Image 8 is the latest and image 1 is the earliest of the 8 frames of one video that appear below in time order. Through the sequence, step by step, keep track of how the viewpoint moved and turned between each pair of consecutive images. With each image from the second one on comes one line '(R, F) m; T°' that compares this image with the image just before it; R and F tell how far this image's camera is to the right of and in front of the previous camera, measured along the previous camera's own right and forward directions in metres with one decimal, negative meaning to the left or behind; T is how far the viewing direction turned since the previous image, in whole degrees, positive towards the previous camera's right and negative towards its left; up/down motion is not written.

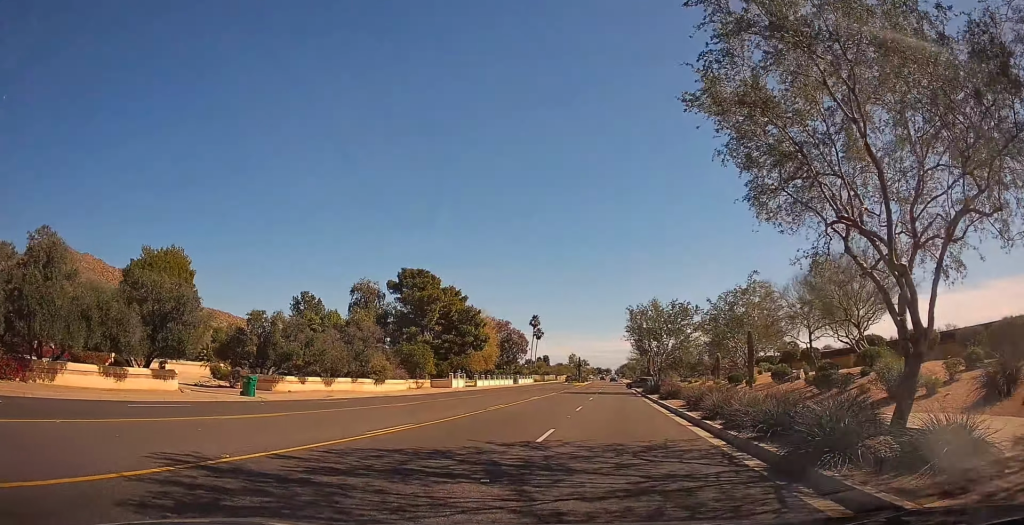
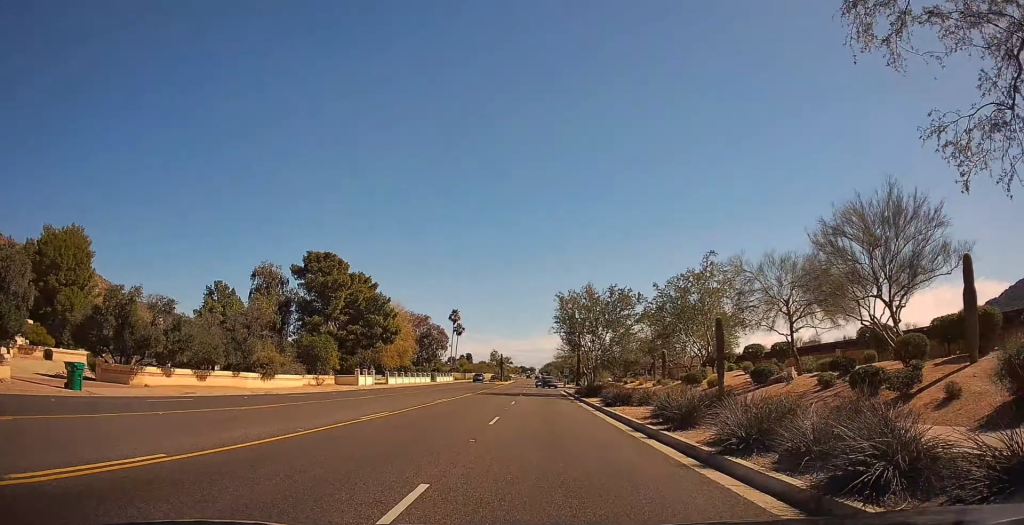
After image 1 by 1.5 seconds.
(+1.0, +8.5) m; +9°
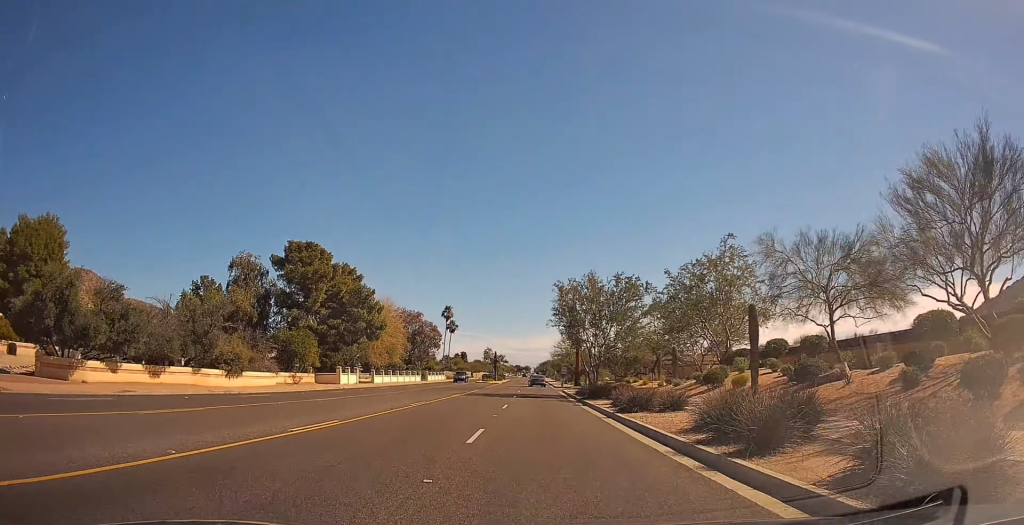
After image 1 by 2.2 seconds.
(0.0, +4.9) m; 0°
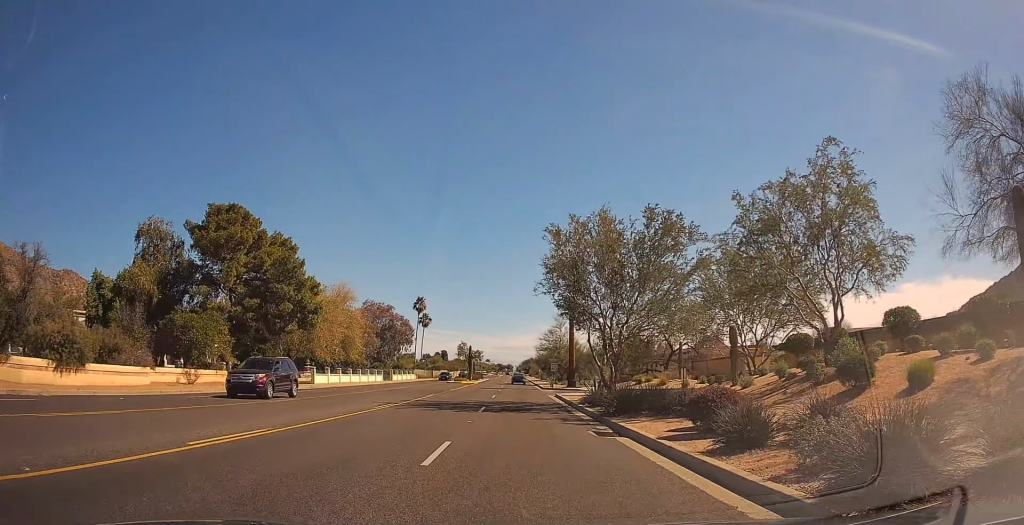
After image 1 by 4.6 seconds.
(0.0, +16.4) m; 0°
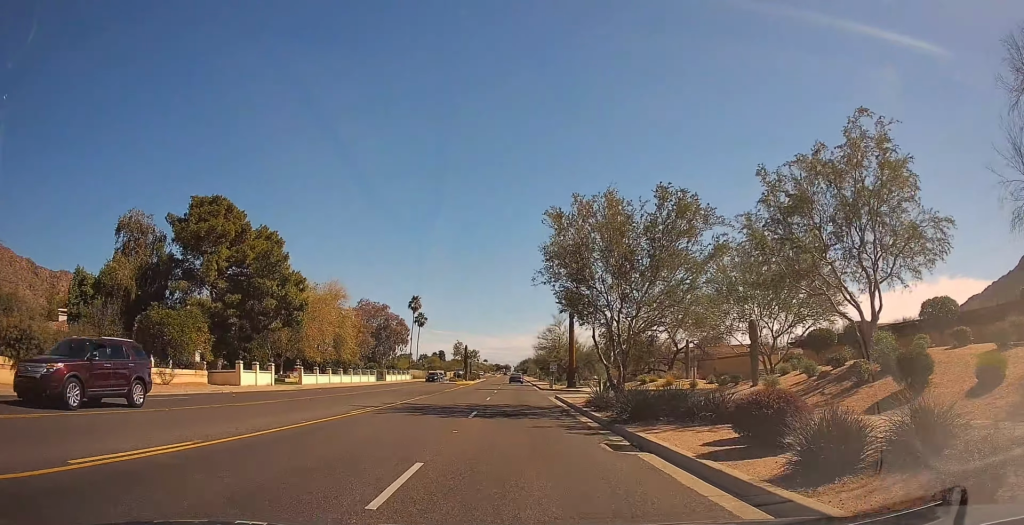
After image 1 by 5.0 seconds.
(0.0, +3.0) m; 0°
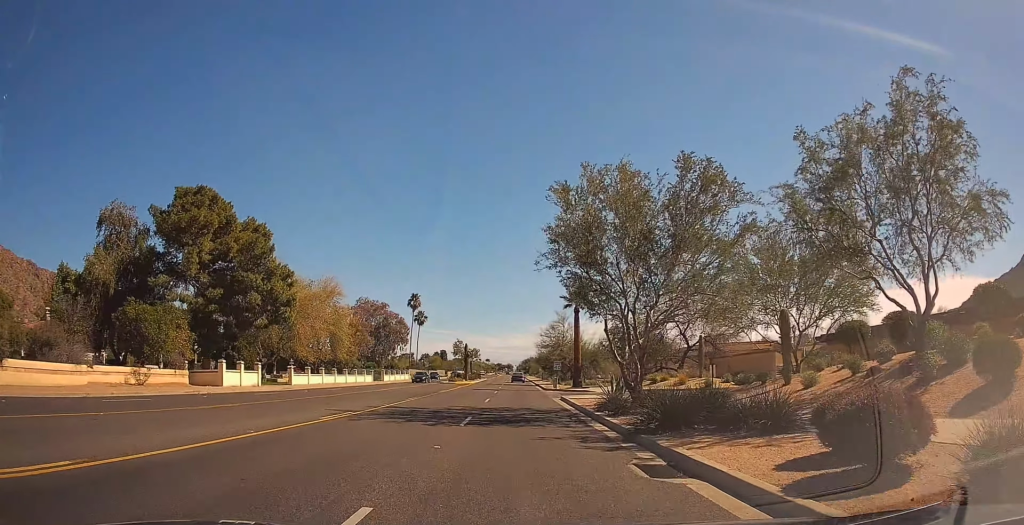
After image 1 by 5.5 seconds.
(0.0, +3.2) m; 0°
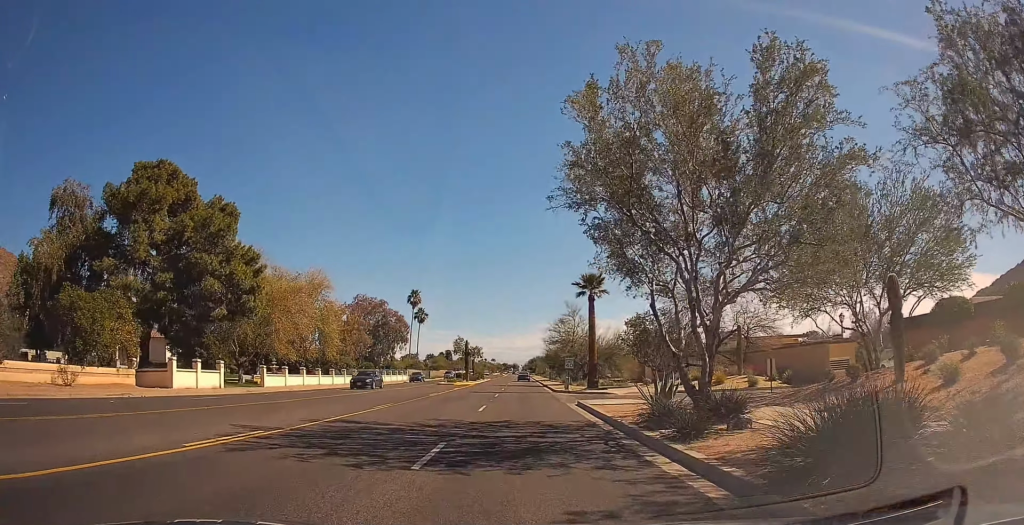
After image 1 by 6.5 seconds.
(0.0, +7.1) m; -5°
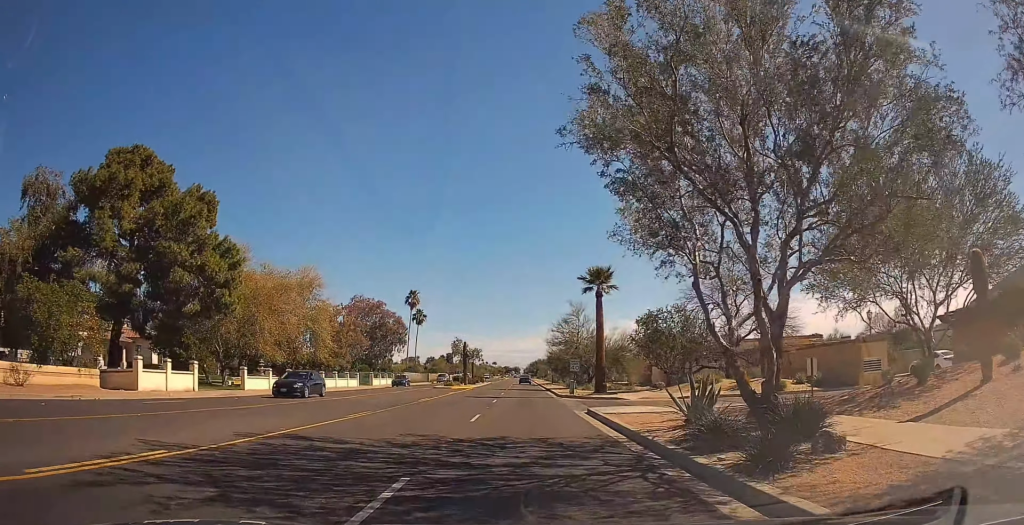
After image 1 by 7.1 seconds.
(-0.3, +3.5) m; 0°
